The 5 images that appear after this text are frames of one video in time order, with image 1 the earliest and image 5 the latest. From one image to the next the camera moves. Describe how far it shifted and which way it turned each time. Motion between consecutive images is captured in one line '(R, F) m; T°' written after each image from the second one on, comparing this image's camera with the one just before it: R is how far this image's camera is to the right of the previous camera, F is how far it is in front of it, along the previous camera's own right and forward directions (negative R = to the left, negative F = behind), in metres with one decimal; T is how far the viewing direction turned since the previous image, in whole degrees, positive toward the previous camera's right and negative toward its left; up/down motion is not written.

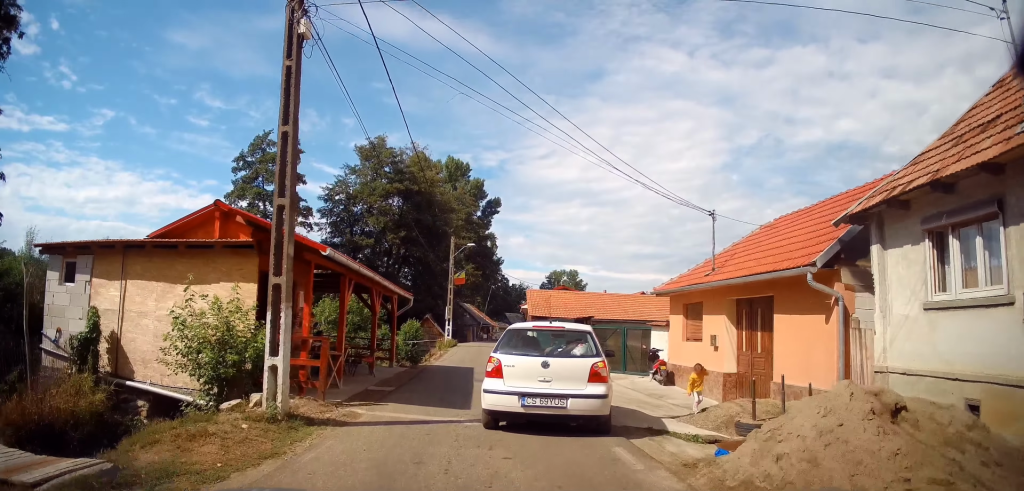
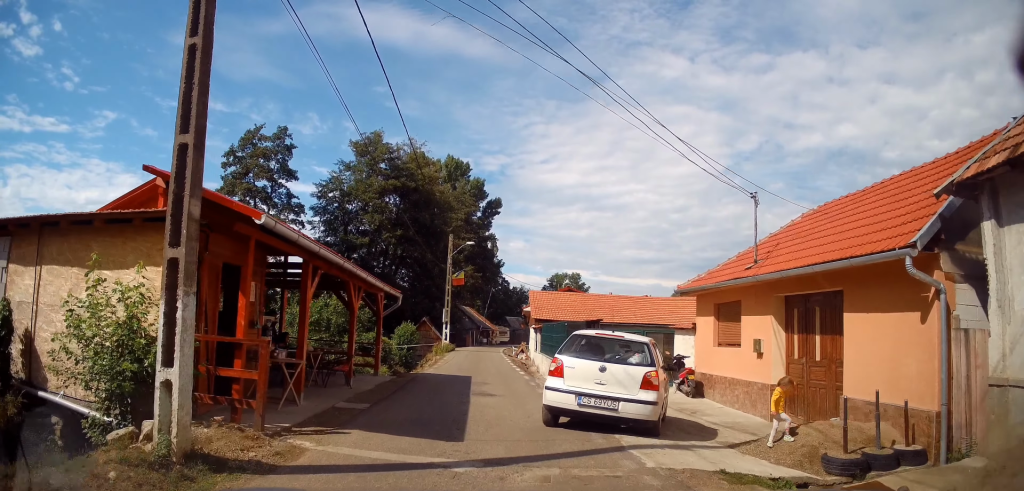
(+0.1, +3.2) m; -3°
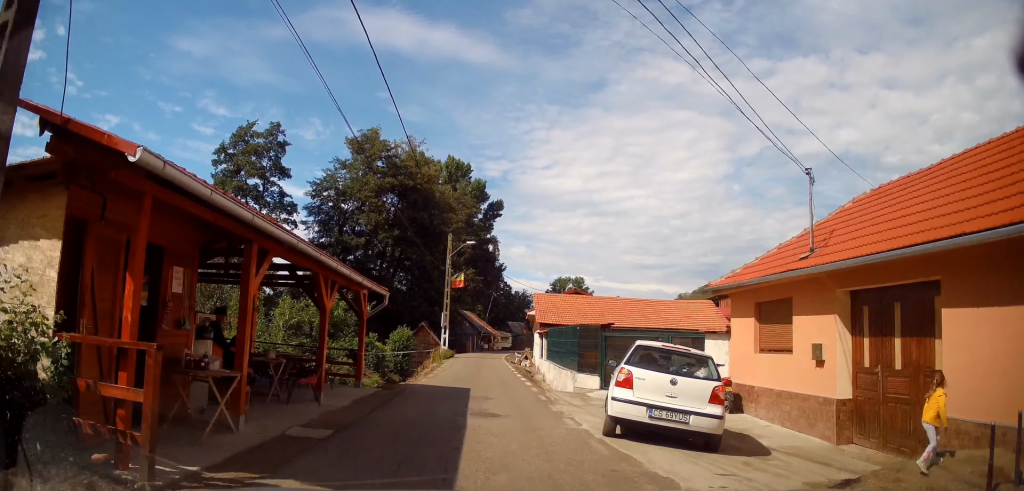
(-0.3, +2.6) m; -1°
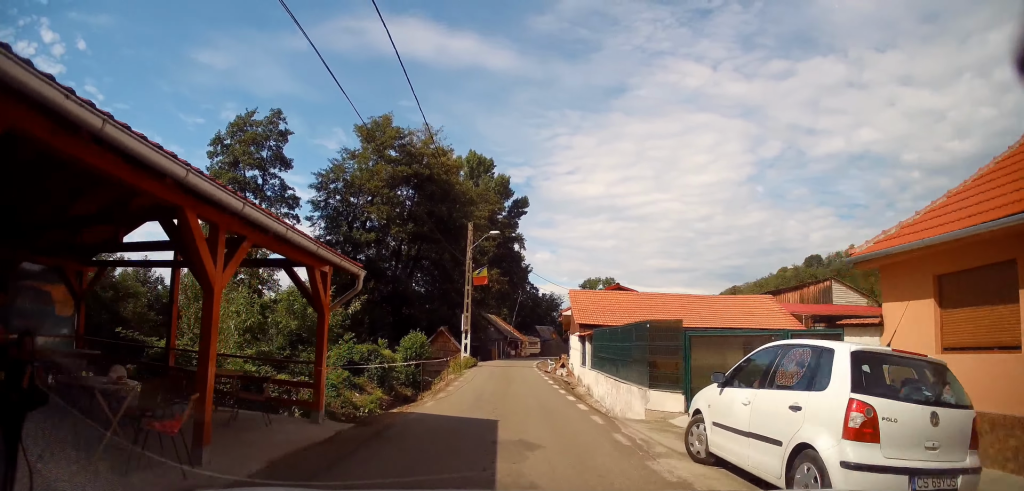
(+0.4, +4.5) m; +4°
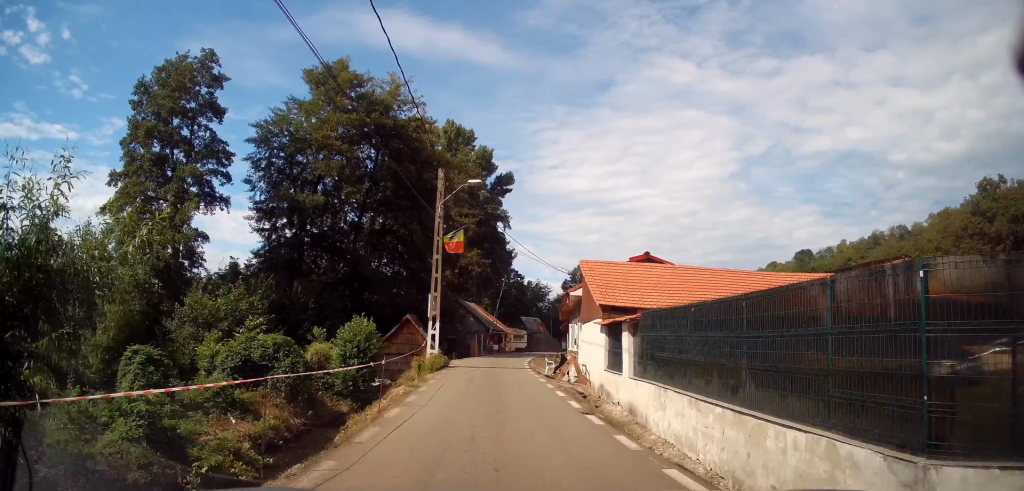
(-0.1, +7.8) m; -1°
